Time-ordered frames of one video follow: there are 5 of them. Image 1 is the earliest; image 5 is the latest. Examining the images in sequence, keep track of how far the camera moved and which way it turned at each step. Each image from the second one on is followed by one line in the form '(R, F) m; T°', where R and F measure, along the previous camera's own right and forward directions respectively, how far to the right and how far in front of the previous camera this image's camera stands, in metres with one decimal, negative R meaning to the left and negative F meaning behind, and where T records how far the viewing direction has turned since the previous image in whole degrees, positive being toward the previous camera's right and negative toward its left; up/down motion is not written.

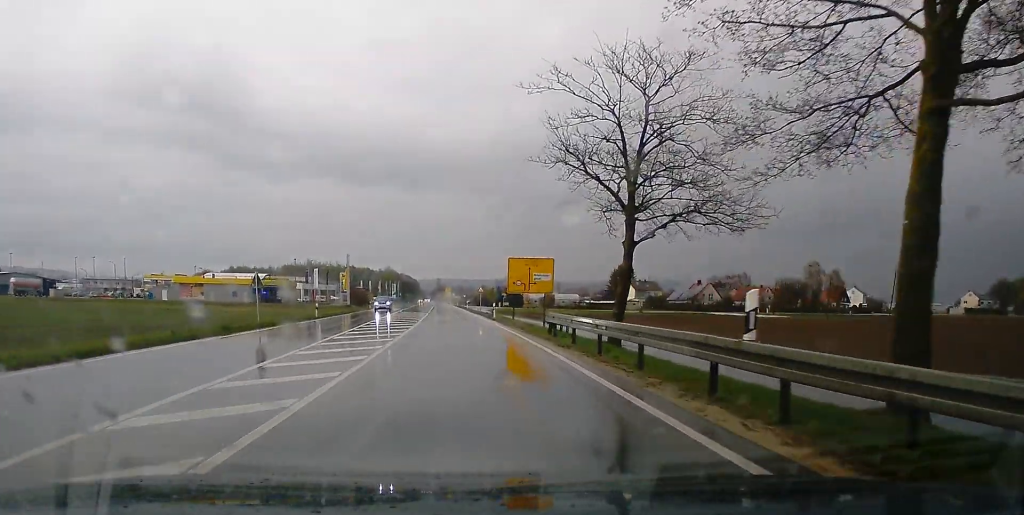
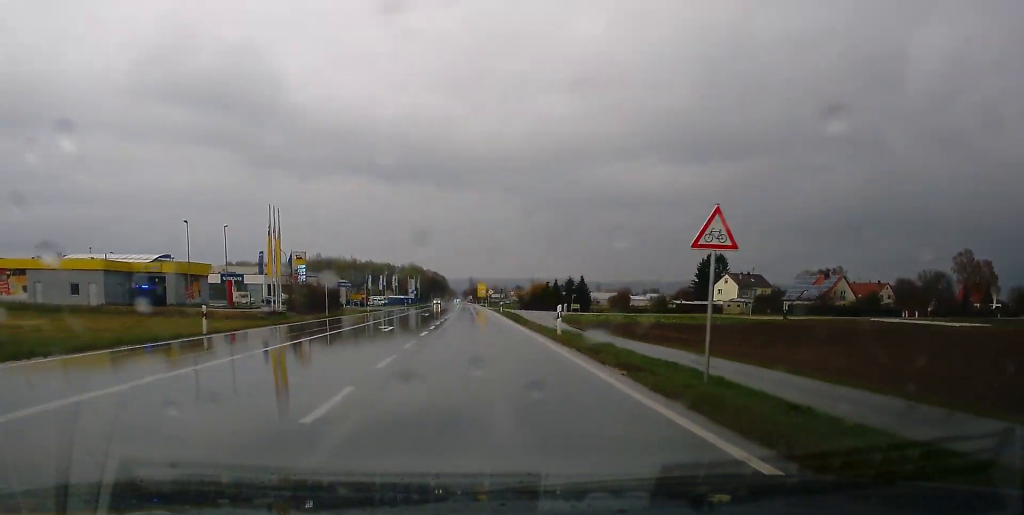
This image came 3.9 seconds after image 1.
(-0.5, +73.6) m; -1°
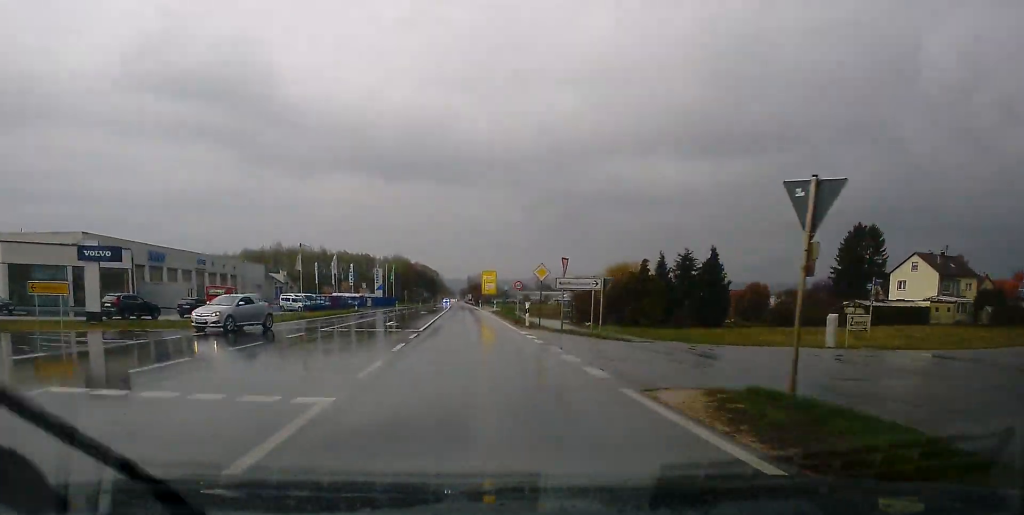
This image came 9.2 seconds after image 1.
(-0.5, +91.6) m; 0°
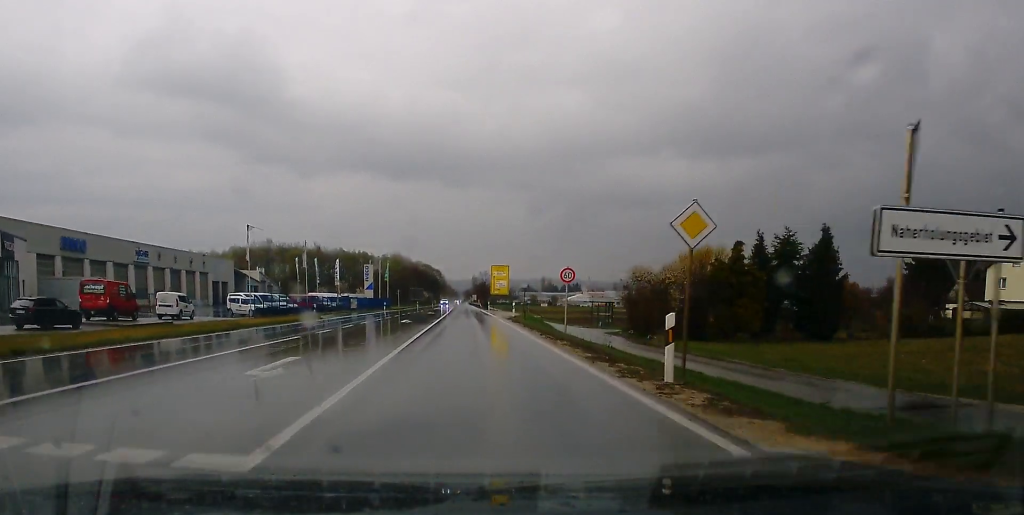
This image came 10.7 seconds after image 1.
(+0.1, +23.9) m; 0°
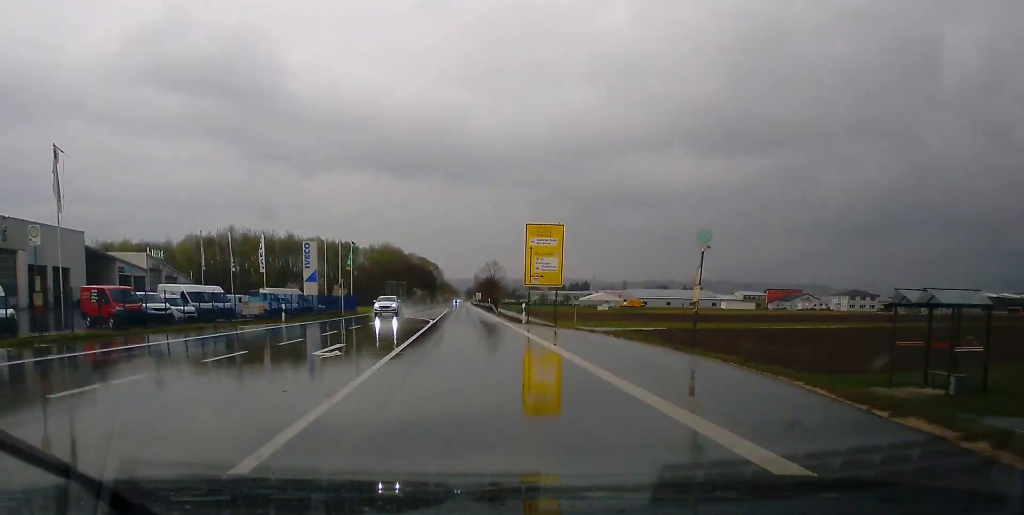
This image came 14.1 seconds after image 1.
(0.0, +55.8) m; 0°
